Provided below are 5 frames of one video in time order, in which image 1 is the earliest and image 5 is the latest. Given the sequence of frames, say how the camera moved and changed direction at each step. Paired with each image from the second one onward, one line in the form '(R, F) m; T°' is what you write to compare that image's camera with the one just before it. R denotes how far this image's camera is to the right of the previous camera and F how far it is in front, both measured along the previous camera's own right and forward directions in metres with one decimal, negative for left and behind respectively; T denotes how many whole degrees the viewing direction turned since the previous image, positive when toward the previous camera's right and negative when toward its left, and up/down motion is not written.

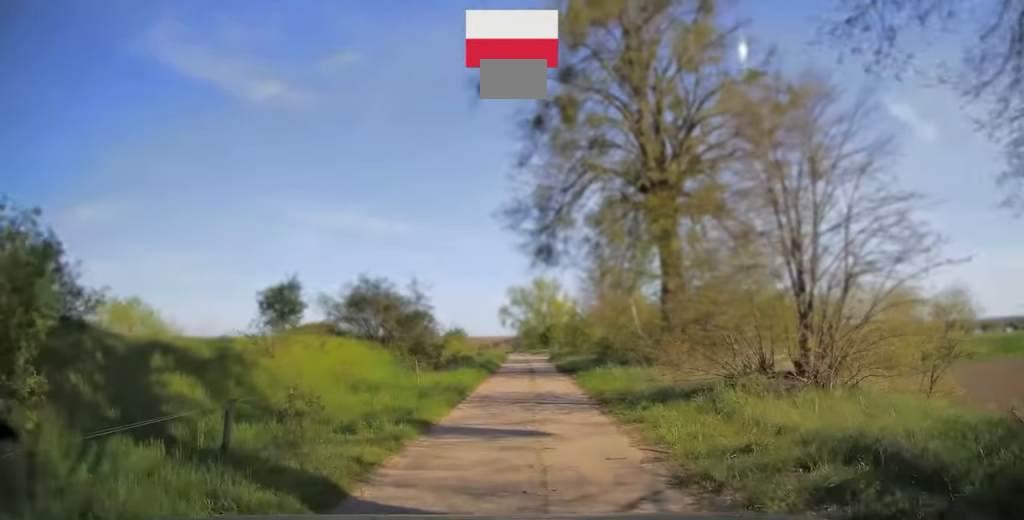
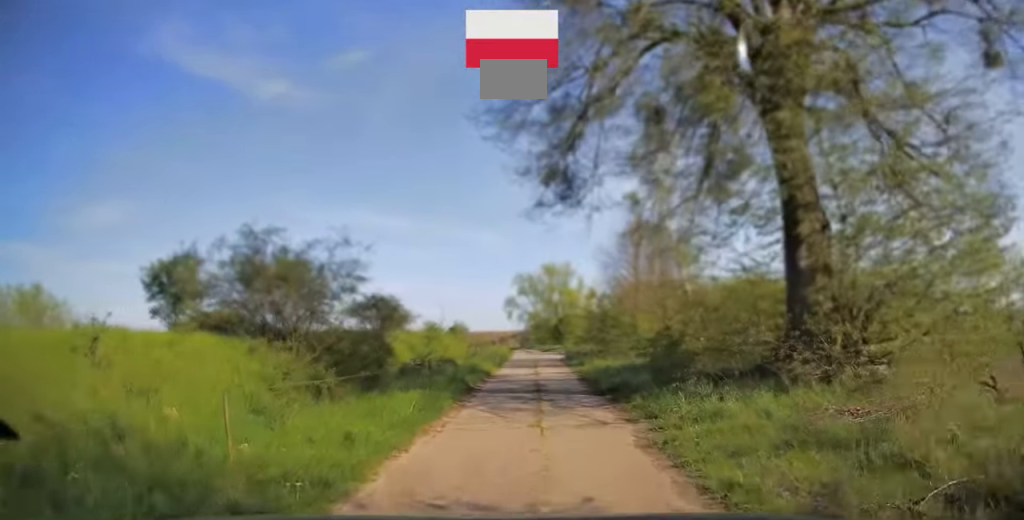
(-0.3, +10.5) m; -3°
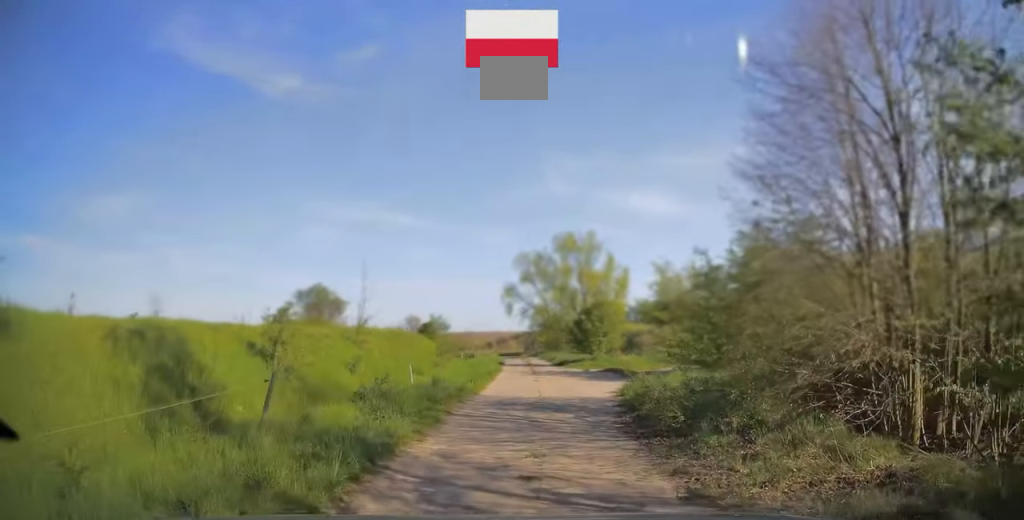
(-0.1, +20.8) m; +1°
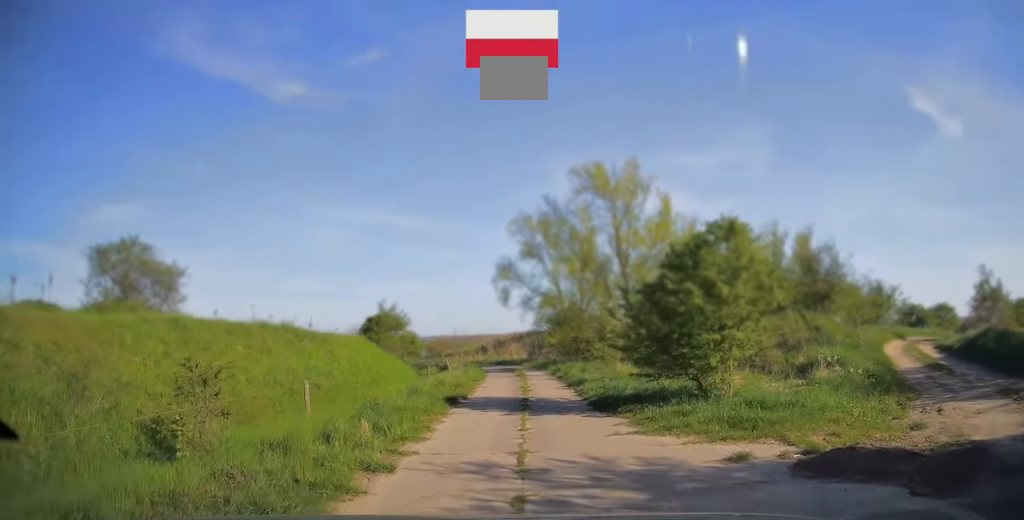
(-0.5, +18.8) m; -3°
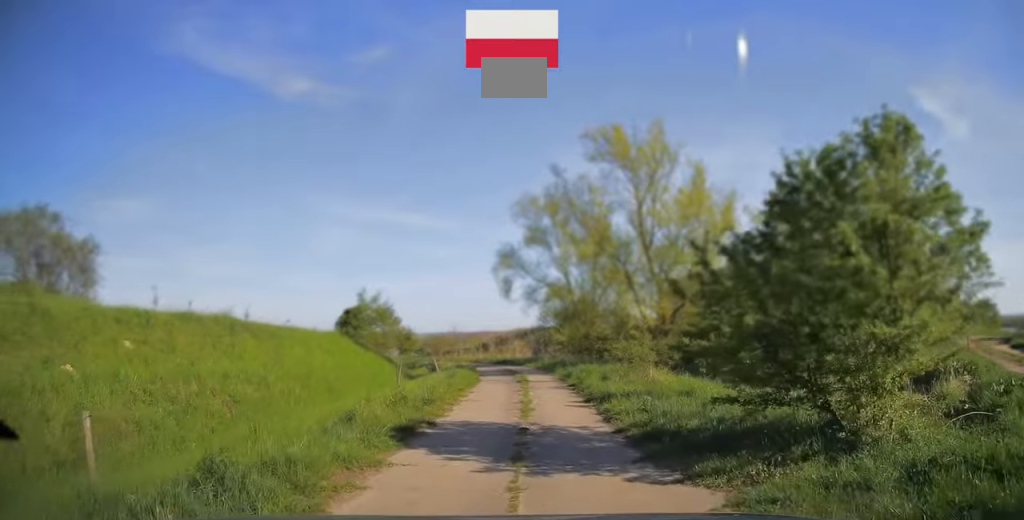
(0.0, +4.9) m; 0°
